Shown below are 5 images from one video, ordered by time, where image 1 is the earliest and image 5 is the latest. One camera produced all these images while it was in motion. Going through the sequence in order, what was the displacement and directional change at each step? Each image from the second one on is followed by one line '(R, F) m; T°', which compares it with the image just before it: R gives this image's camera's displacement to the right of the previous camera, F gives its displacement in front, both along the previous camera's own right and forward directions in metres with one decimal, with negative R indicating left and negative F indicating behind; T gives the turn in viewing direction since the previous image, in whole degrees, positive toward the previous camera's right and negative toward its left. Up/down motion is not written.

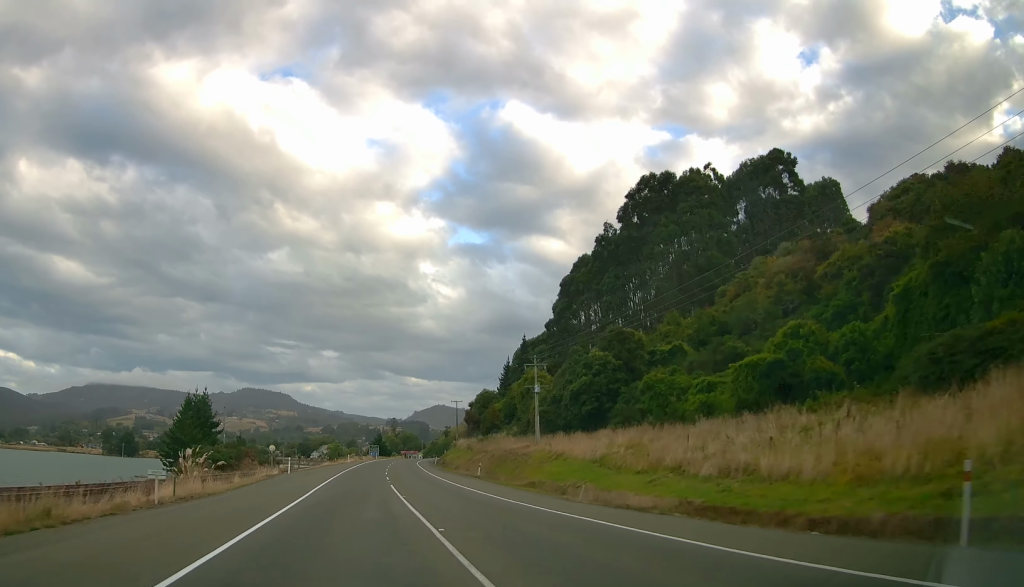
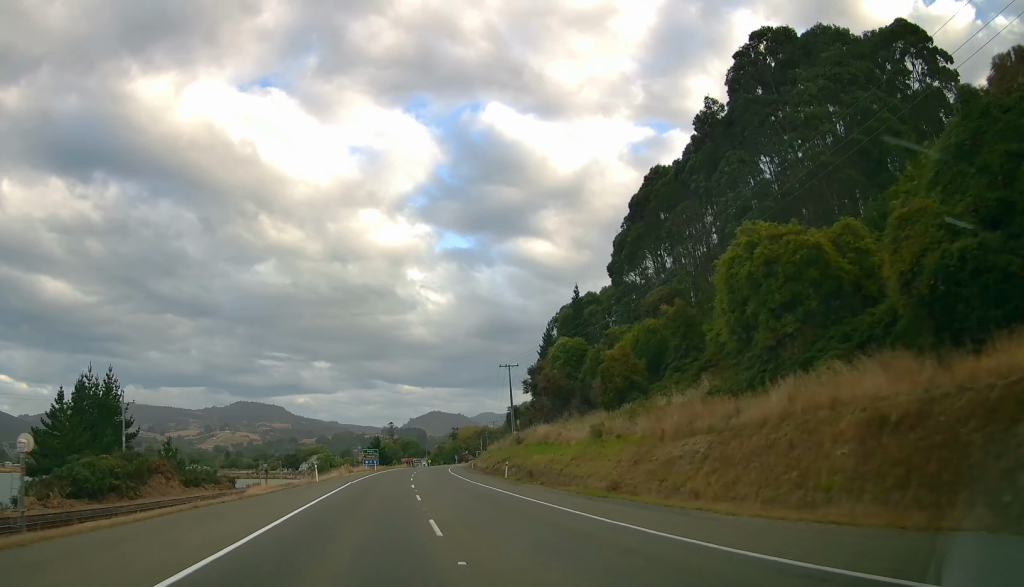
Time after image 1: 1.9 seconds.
(+0.7, +50.1) m; +1°
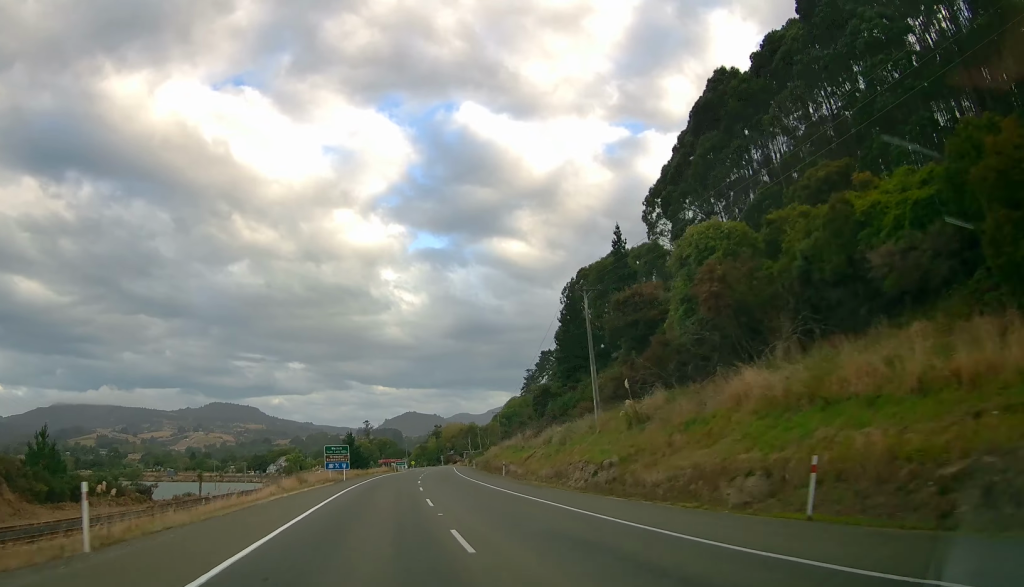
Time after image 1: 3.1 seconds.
(0.0, +32.4) m; 0°
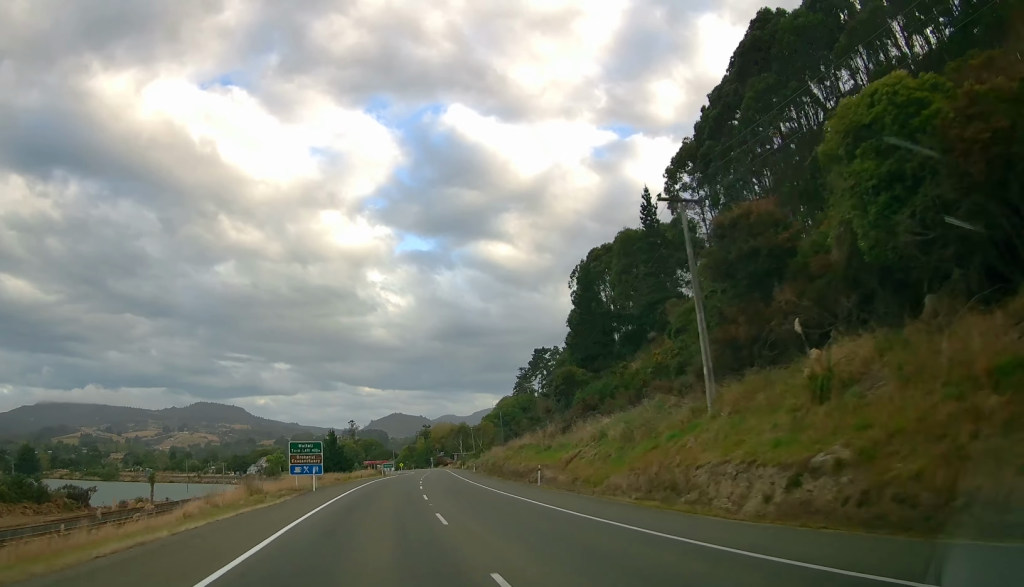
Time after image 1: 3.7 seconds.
(0.0, +14.7) m; +2°
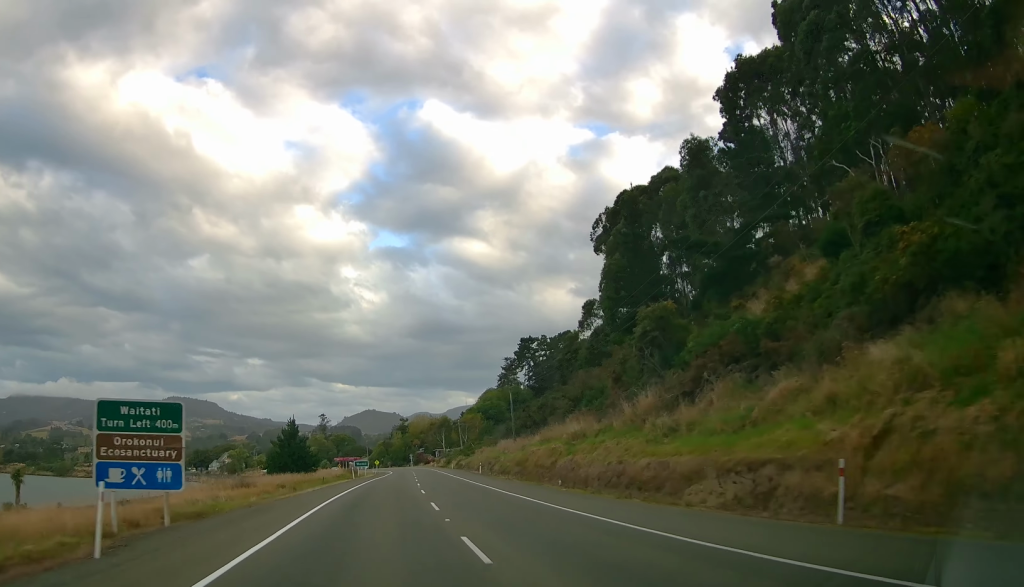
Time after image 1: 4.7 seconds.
(+0.9, +25.5) m; +5°
